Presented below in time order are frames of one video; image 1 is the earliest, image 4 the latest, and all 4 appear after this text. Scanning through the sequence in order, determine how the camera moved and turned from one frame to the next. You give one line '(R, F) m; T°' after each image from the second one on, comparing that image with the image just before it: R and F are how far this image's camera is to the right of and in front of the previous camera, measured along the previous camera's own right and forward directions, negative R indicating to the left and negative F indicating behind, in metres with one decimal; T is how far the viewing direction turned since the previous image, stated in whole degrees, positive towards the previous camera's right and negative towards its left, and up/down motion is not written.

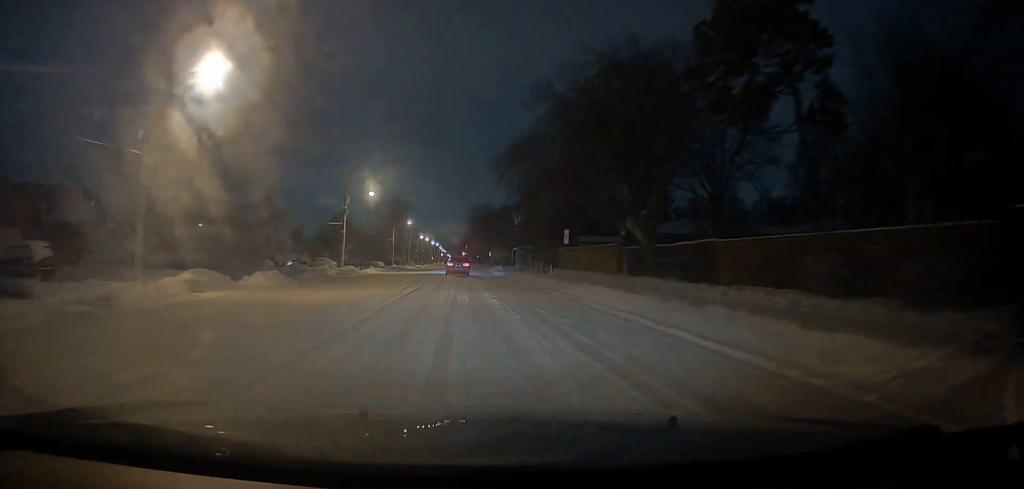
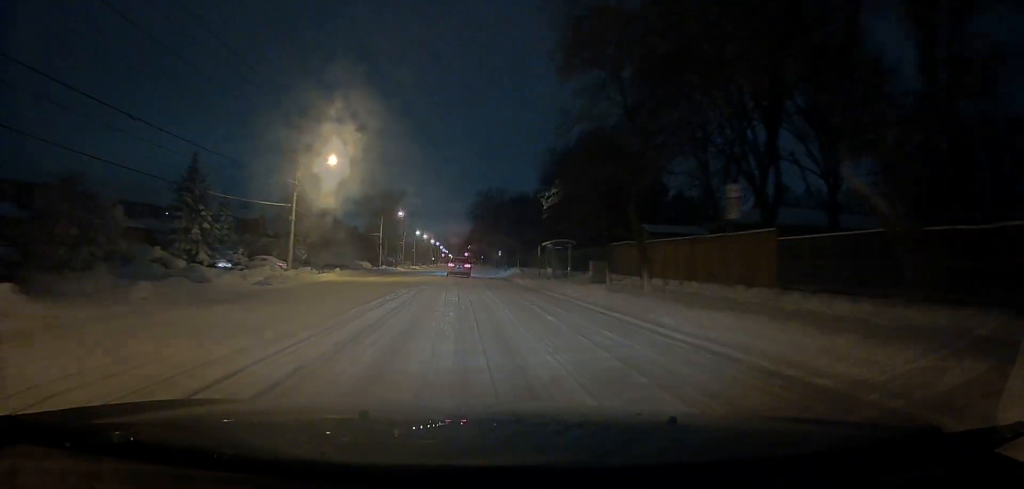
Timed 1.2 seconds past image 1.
(+0.1, +20.2) m; 0°
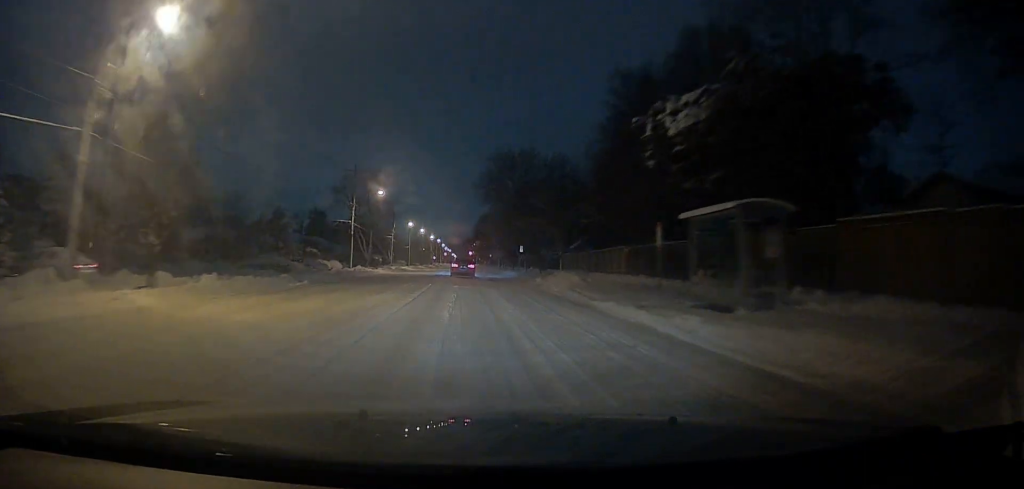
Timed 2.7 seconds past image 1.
(+0.2, +26.3) m; -1°
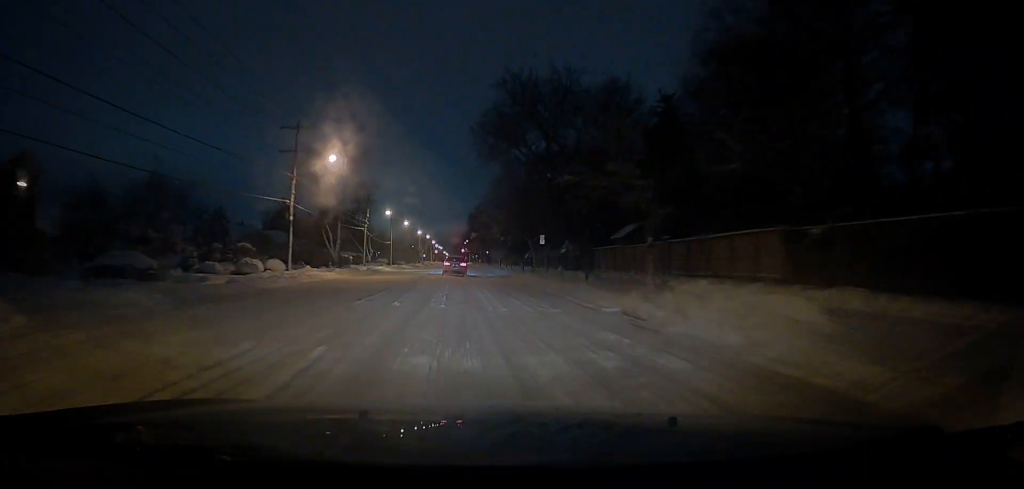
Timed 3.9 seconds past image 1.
(-0.5, +20.7) m; 0°
